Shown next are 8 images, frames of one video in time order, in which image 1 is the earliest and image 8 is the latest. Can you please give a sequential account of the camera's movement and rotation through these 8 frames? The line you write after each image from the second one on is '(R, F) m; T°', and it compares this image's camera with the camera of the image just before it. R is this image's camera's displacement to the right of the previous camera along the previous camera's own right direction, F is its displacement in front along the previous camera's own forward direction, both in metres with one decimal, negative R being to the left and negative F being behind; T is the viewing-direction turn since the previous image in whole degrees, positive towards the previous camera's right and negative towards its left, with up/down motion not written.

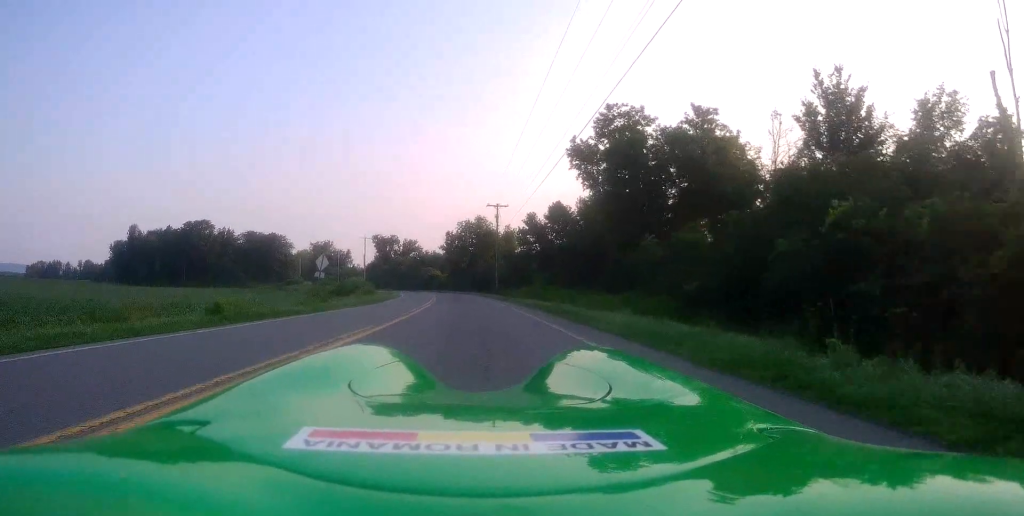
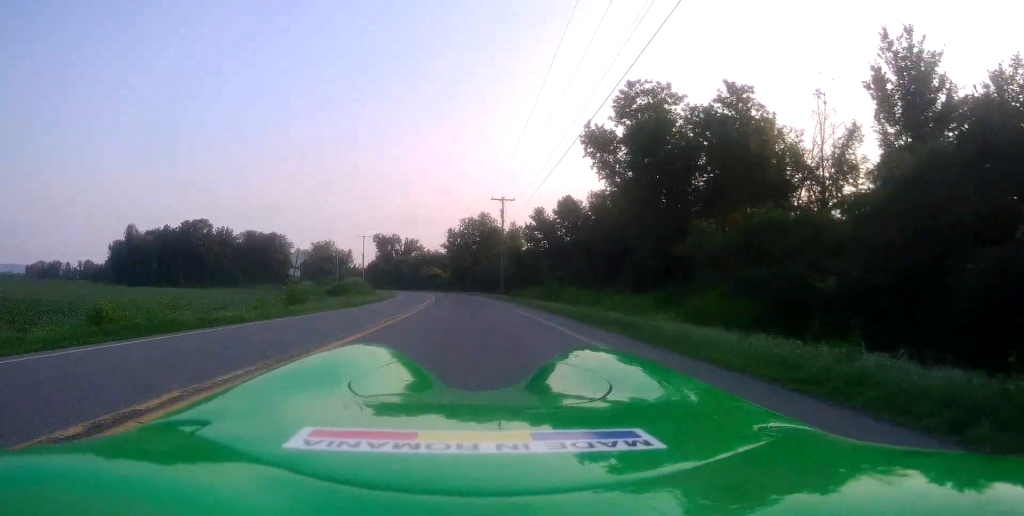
(-0.2, +5.6) m; -2°
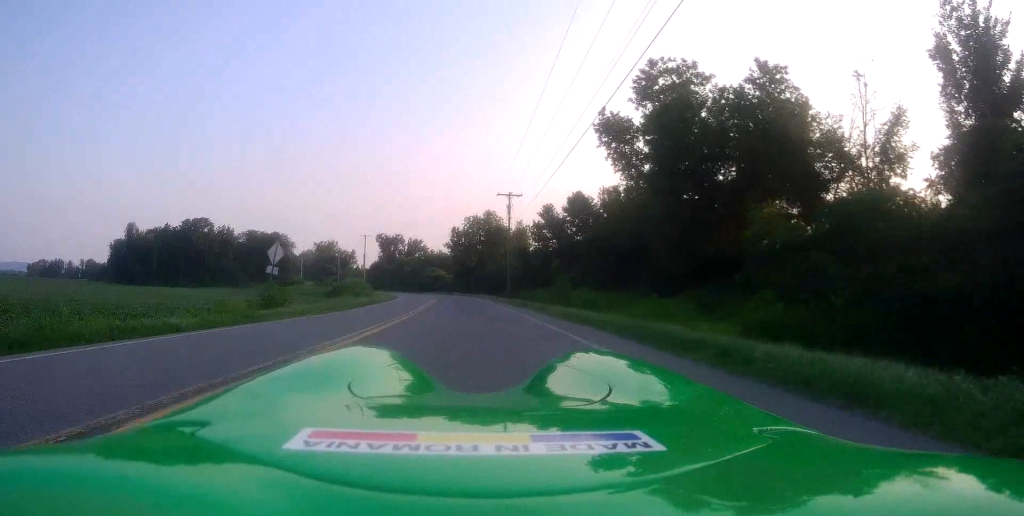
(0.0, +3.9) m; 0°
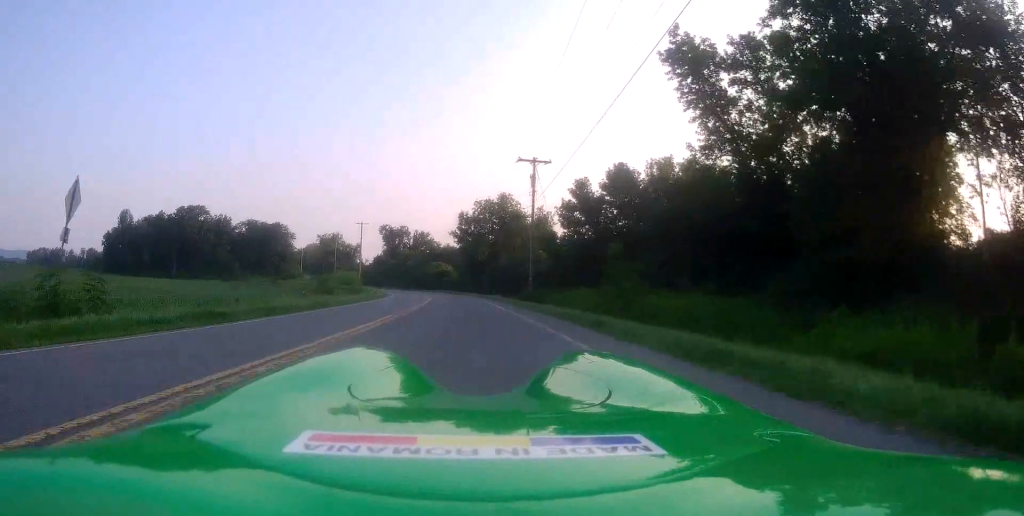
(+0.2, +14.3) m; +3°
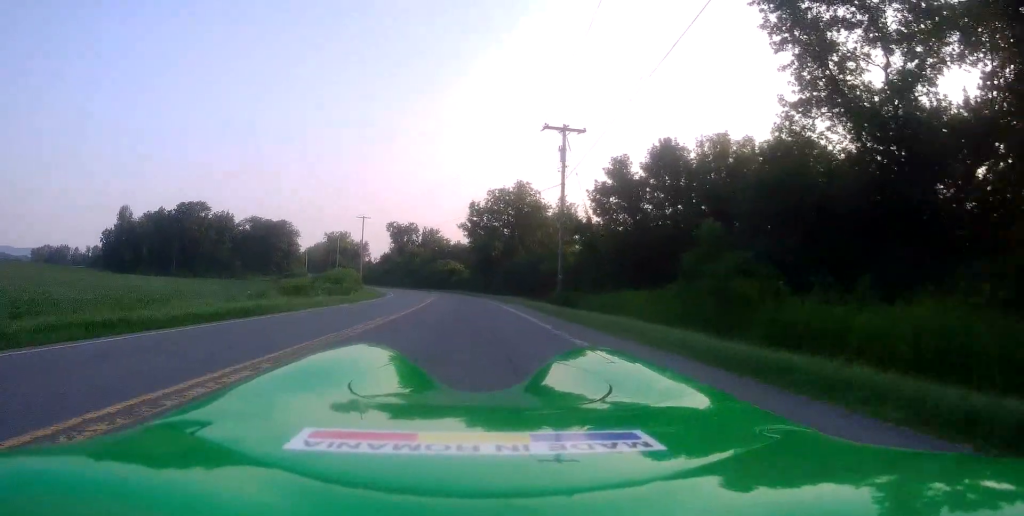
(0.0, +9.8) m; -4°
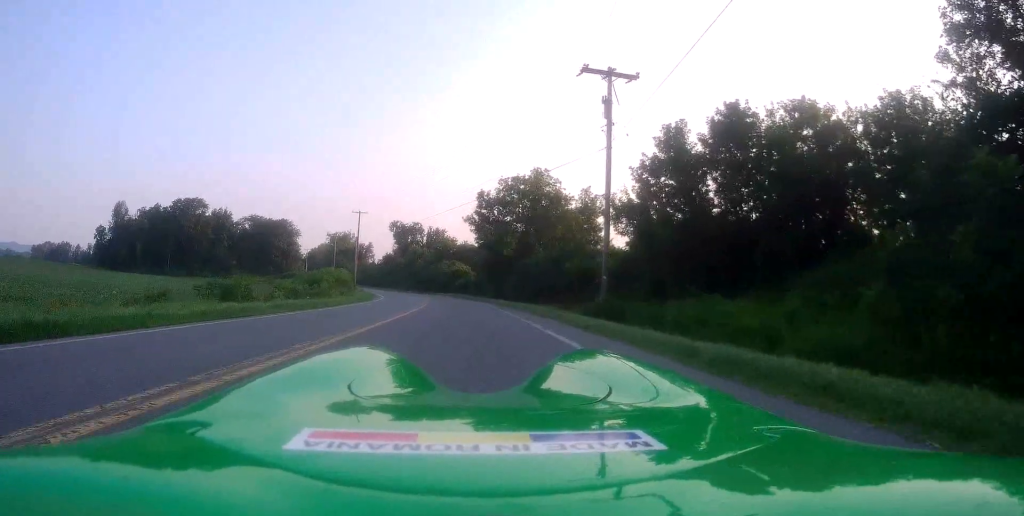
(-0.6, +10.1) m; -3°
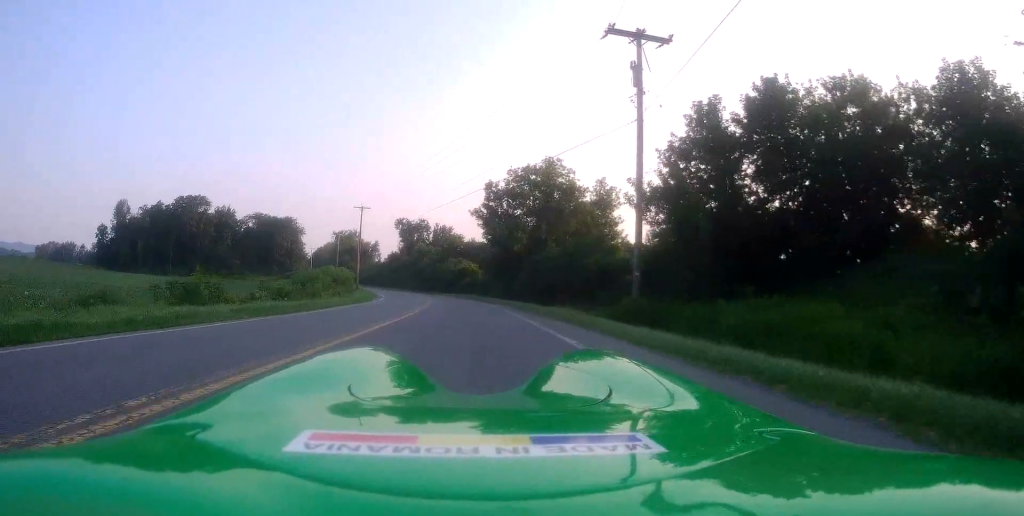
(+0.1, +3.7) m; +1°
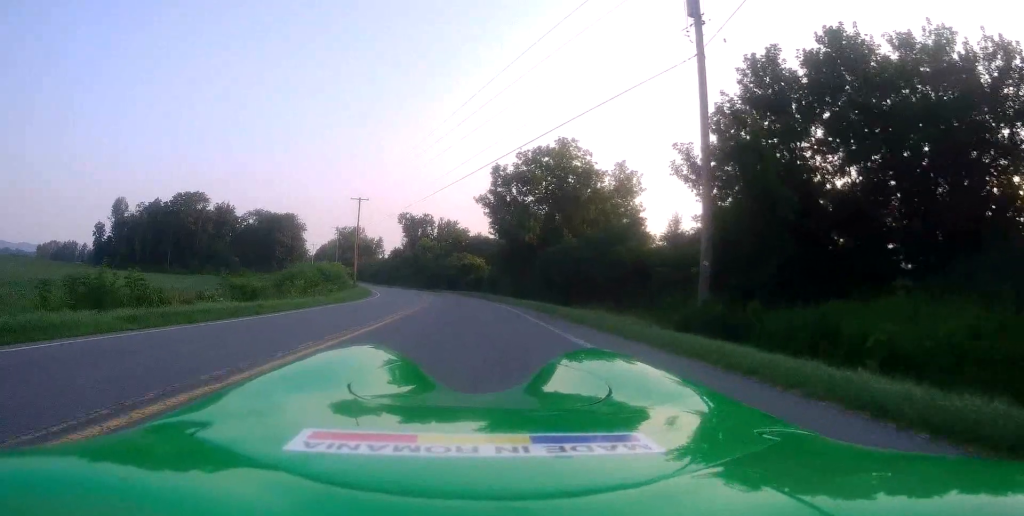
(+0.1, +5.5) m; +1°
